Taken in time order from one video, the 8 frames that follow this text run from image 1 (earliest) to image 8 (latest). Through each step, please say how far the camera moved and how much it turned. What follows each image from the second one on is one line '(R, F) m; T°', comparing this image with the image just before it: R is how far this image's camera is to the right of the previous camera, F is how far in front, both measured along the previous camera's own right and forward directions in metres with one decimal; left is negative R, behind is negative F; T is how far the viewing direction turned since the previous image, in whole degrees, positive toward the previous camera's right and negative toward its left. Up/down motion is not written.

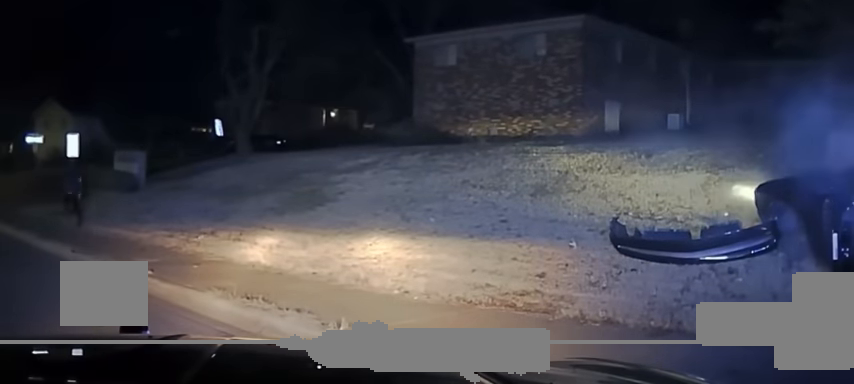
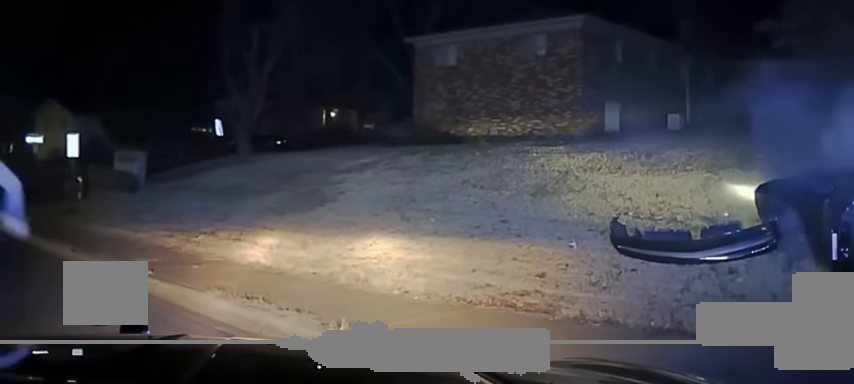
(0.0, 0.0) m; 0°
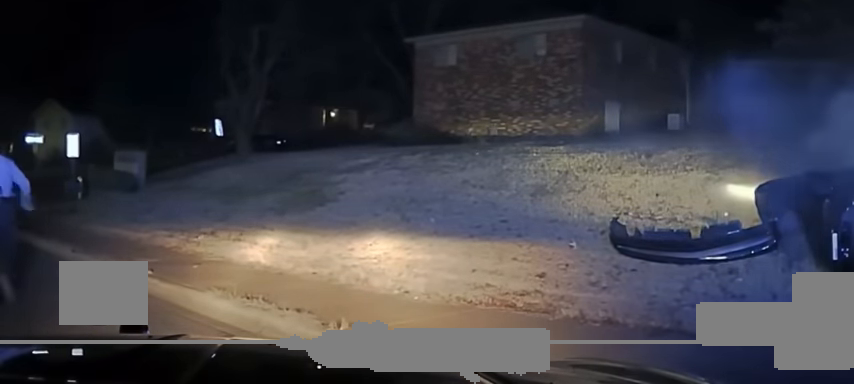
(0.0, 0.0) m; 0°
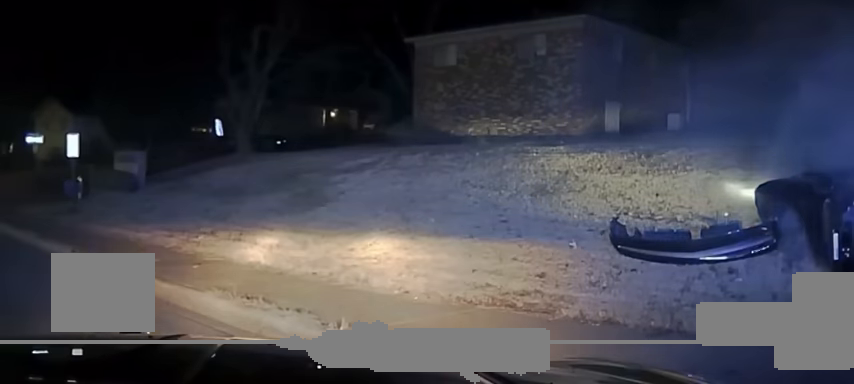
(0.0, 0.0) m; 0°
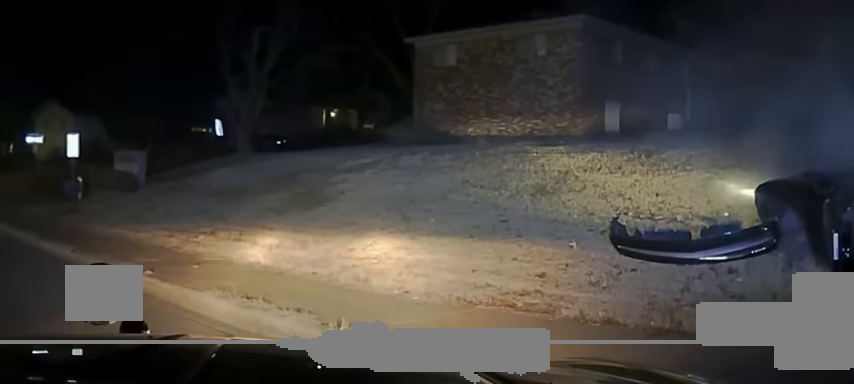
(0.0, 0.0) m; 0°
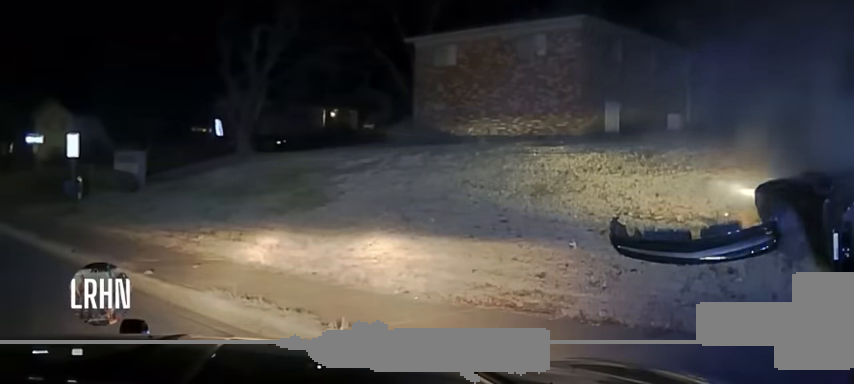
(0.0, 0.0) m; 0°
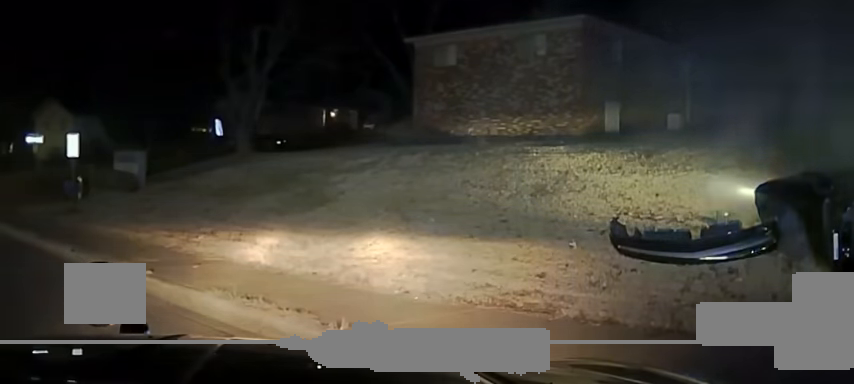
(0.0, 0.0) m; 0°
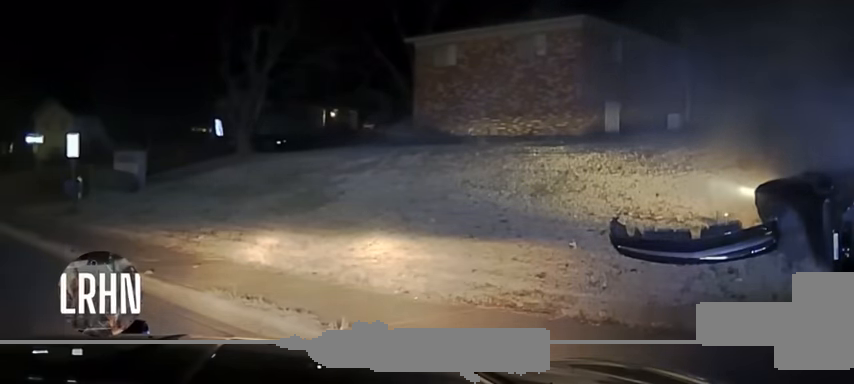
(0.0, 0.0) m; 0°
